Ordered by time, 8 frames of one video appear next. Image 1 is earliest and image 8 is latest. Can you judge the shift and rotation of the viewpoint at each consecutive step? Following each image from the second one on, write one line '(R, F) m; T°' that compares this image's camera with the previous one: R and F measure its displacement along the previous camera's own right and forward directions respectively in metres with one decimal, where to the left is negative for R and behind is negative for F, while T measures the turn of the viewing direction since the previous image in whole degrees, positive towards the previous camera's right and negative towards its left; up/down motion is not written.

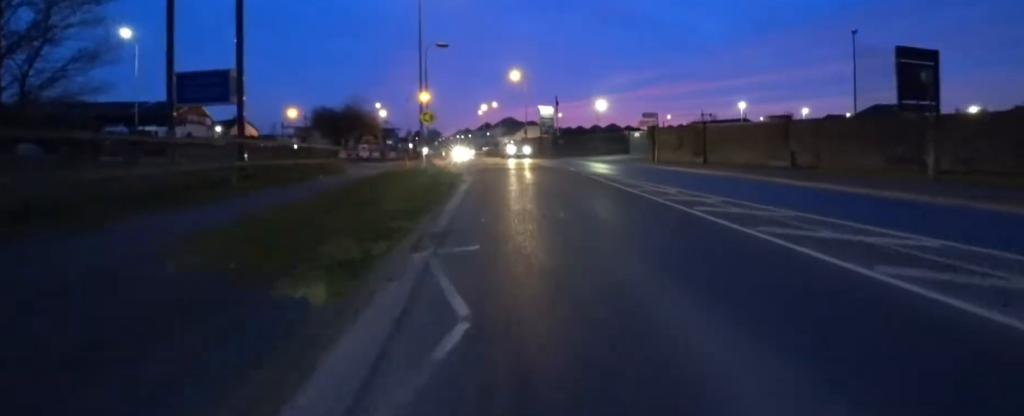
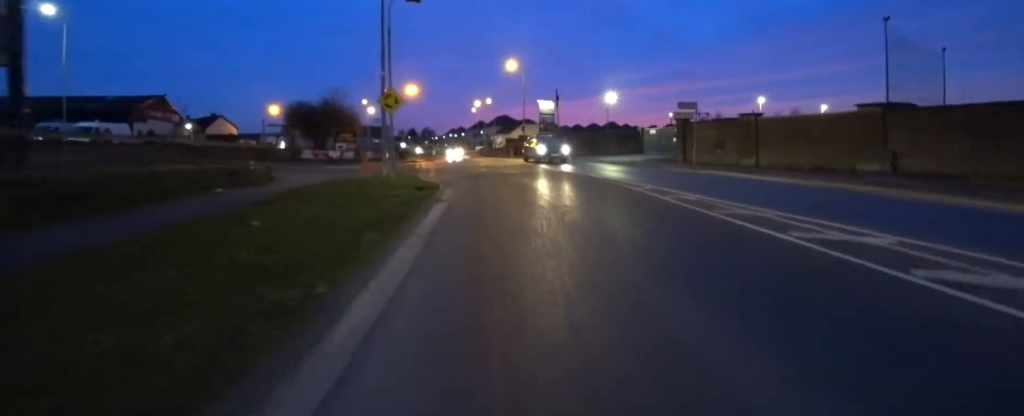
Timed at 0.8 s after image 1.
(0.0, +6.1) m; 0°
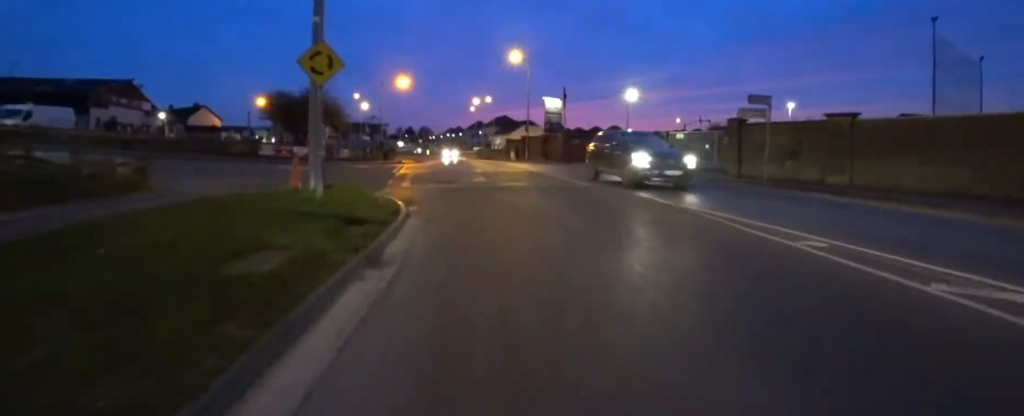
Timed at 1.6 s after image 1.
(0.0, +5.6) m; 0°
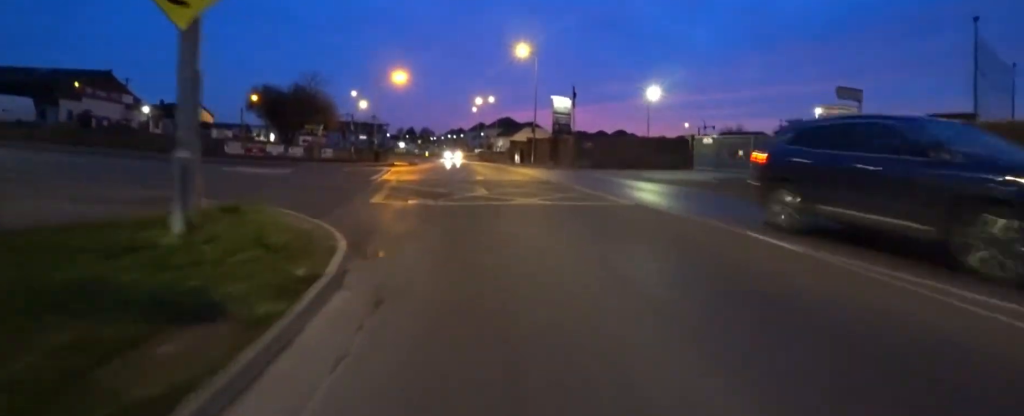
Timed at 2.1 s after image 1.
(0.0, +3.9) m; 0°
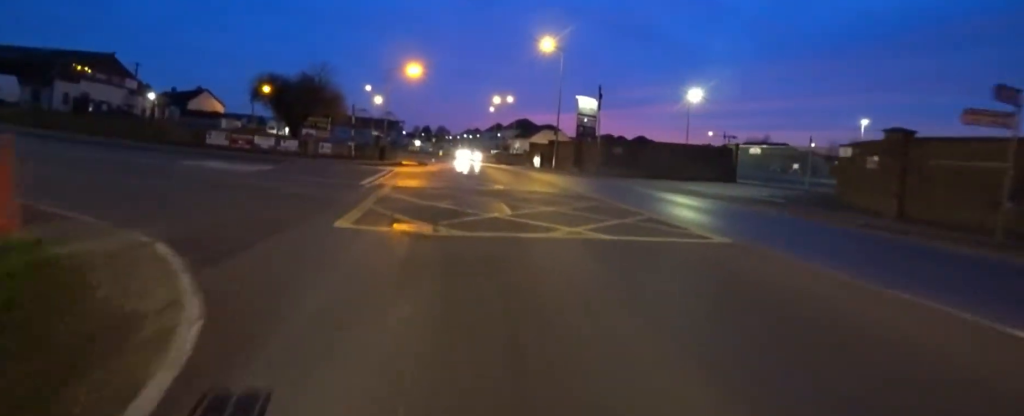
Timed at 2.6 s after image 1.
(0.0, +3.1) m; 0°
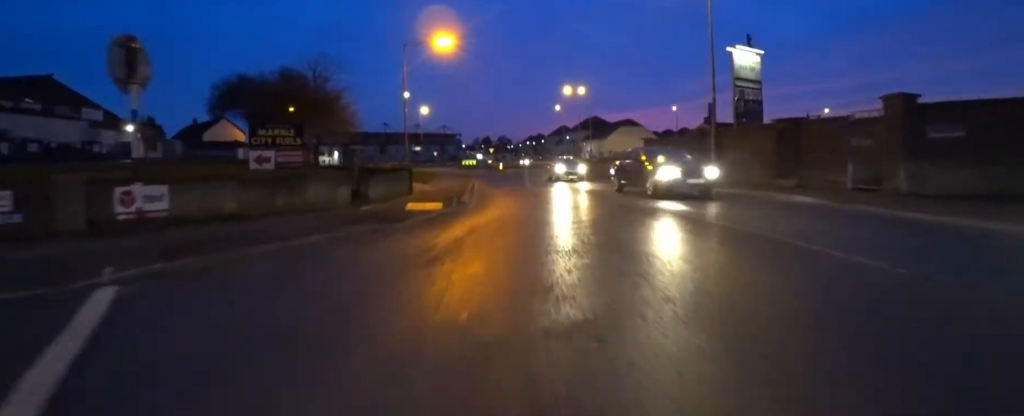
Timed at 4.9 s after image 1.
(0.0, +16.7) m; -3°
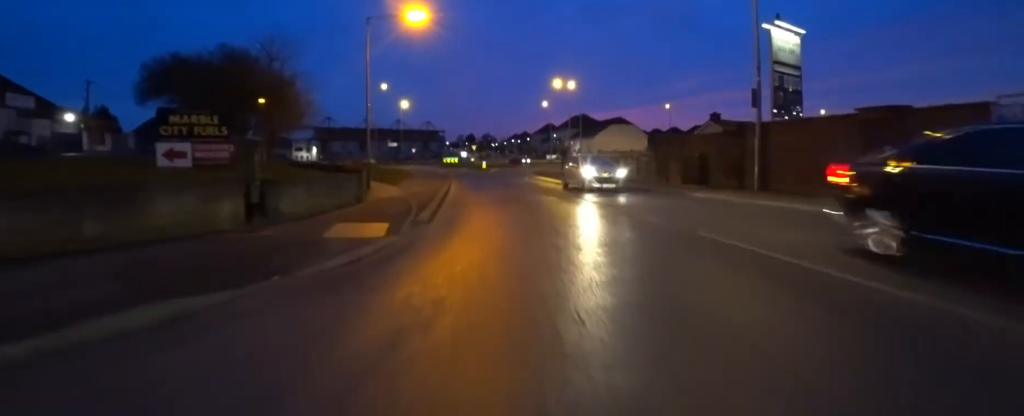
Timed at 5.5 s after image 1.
(+0.1, +4.7) m; -7°
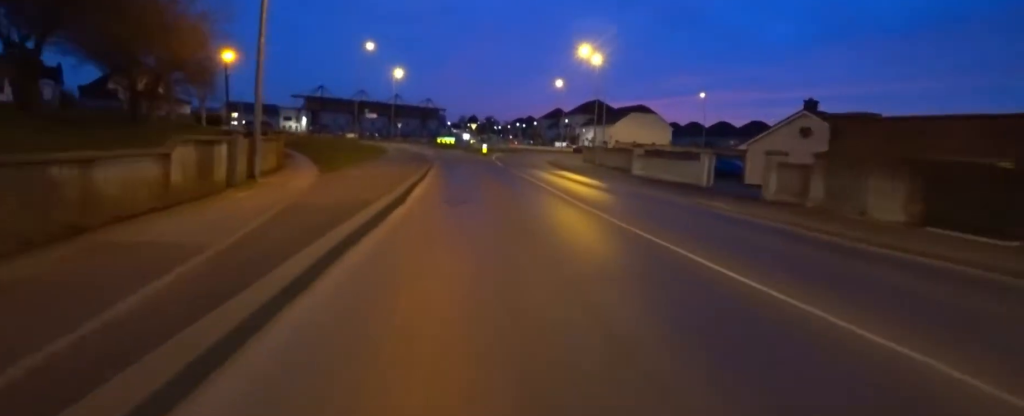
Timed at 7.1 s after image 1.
(-0.9, +11.4) m; -1°
